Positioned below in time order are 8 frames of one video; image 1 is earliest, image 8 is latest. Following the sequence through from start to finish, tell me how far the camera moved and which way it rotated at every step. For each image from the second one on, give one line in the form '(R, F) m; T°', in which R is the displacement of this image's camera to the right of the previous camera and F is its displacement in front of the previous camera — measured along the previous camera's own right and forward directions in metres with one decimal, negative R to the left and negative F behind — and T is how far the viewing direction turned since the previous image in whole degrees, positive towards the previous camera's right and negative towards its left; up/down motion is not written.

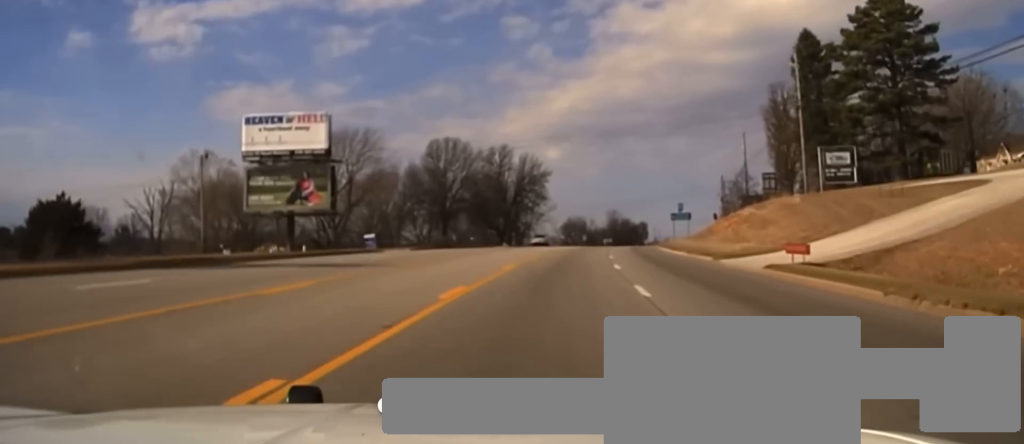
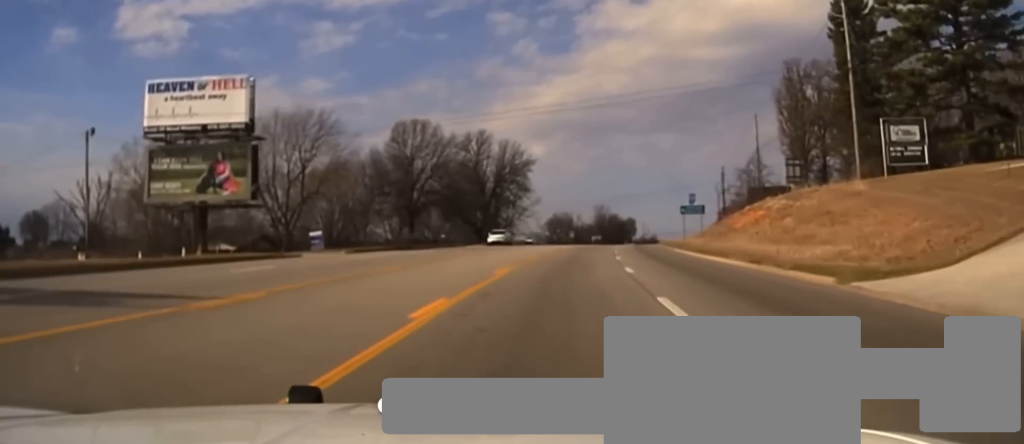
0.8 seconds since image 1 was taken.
(0.0, +16.3) m; 0°
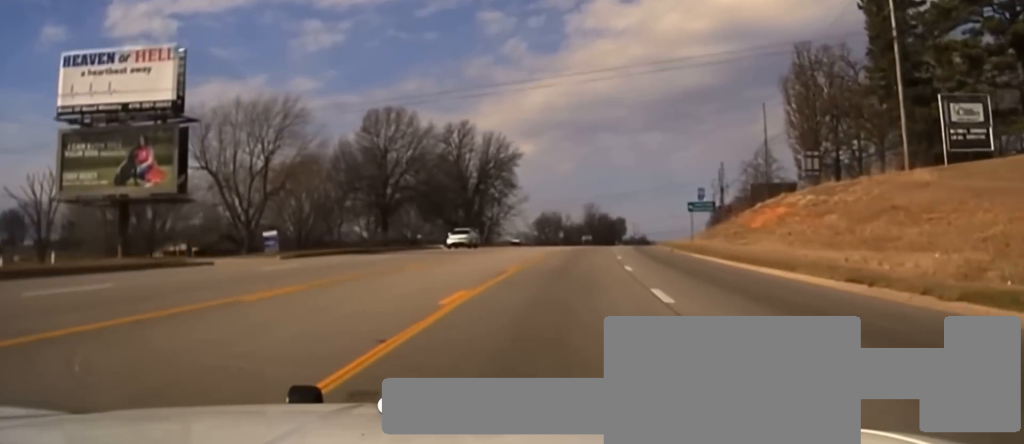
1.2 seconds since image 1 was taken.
(-0.2, +9.9) m; 0°
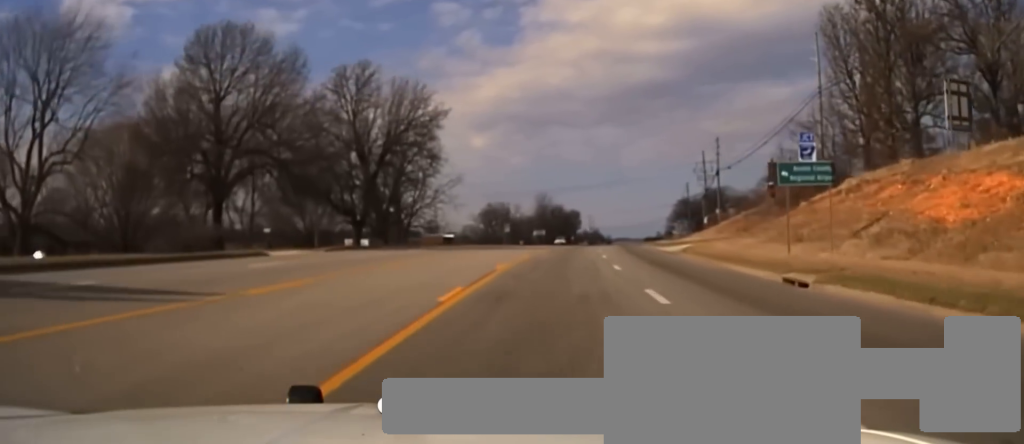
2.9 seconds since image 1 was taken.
(+1.1, +36.8) m; +4°
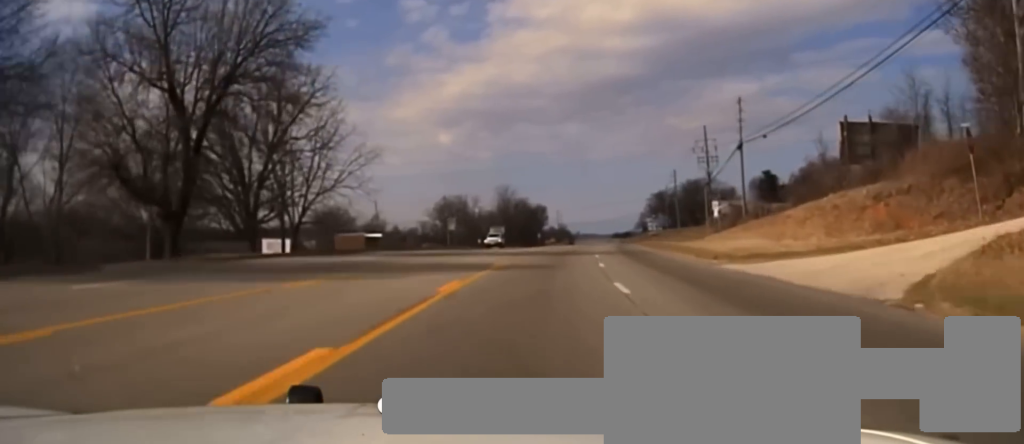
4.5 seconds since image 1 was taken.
(+1.1, +34.9) m; +3°
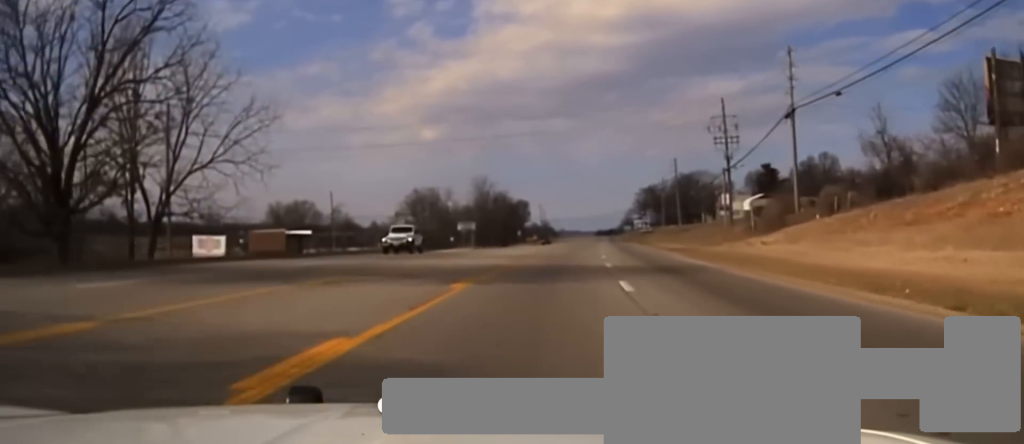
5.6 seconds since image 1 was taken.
(+0.1, +25.6) m; +1°
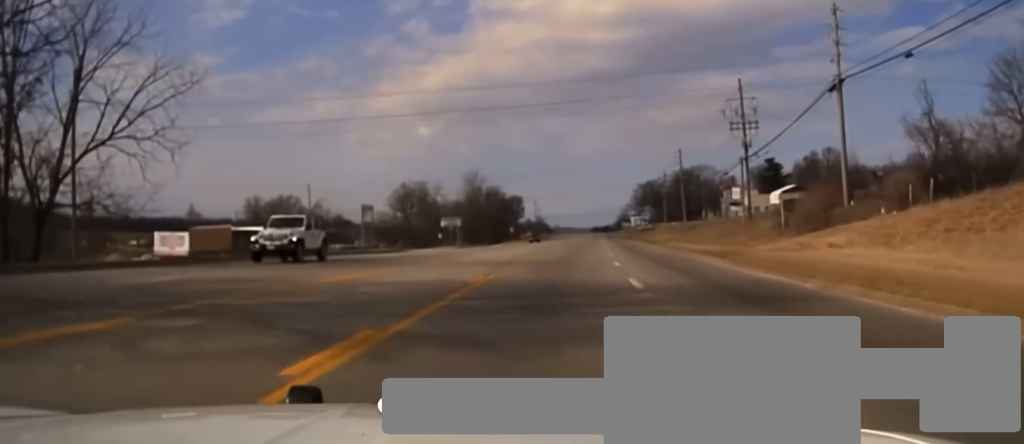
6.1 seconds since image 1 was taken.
(+0.2, +12.8) m; +1°
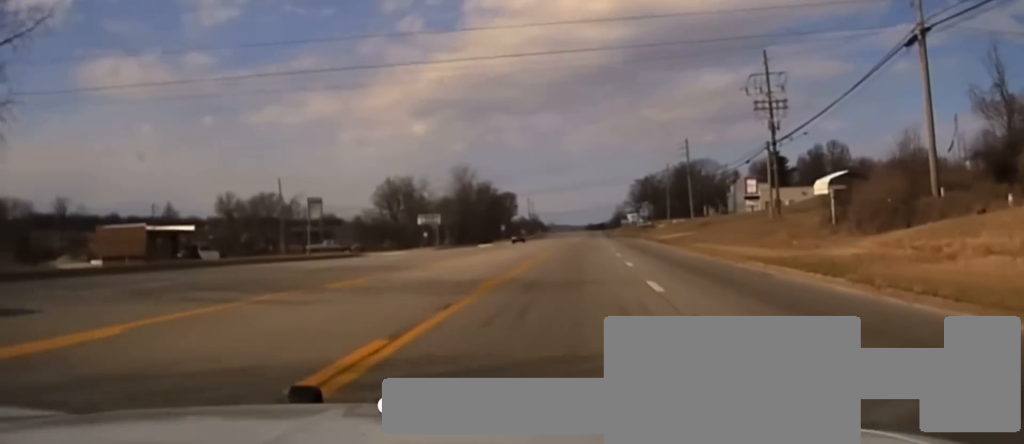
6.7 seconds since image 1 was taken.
(+0.1, +12.7) m; 0°
